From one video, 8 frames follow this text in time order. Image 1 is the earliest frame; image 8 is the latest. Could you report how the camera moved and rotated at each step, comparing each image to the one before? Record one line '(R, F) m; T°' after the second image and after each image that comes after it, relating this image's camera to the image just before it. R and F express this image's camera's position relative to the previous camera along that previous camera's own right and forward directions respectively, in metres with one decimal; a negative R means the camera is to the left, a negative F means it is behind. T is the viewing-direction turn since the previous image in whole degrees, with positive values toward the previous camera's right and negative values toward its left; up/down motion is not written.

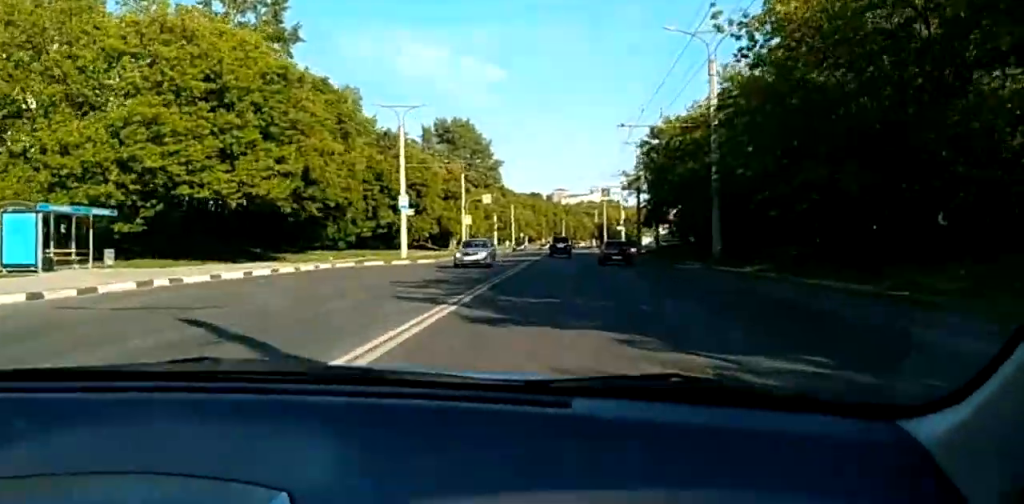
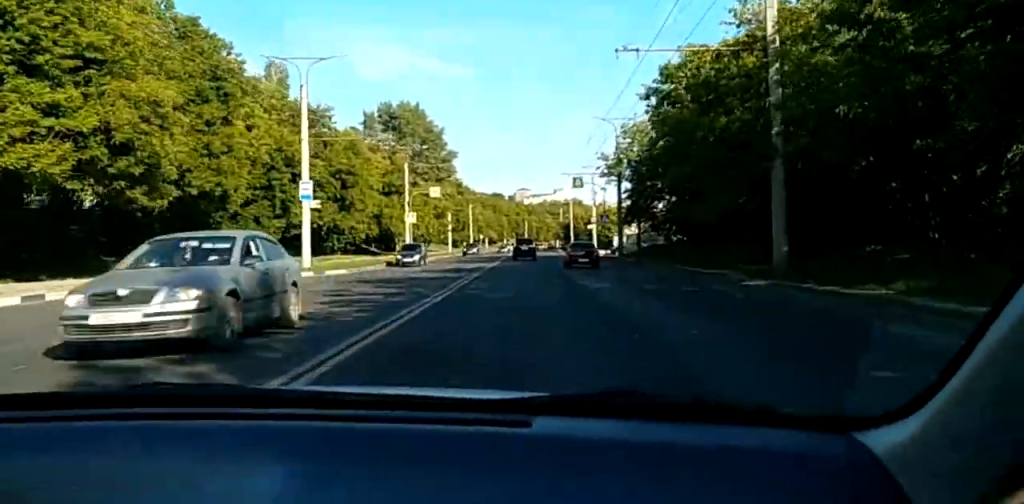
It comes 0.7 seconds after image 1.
(+0.1, +15.4) m; 0°
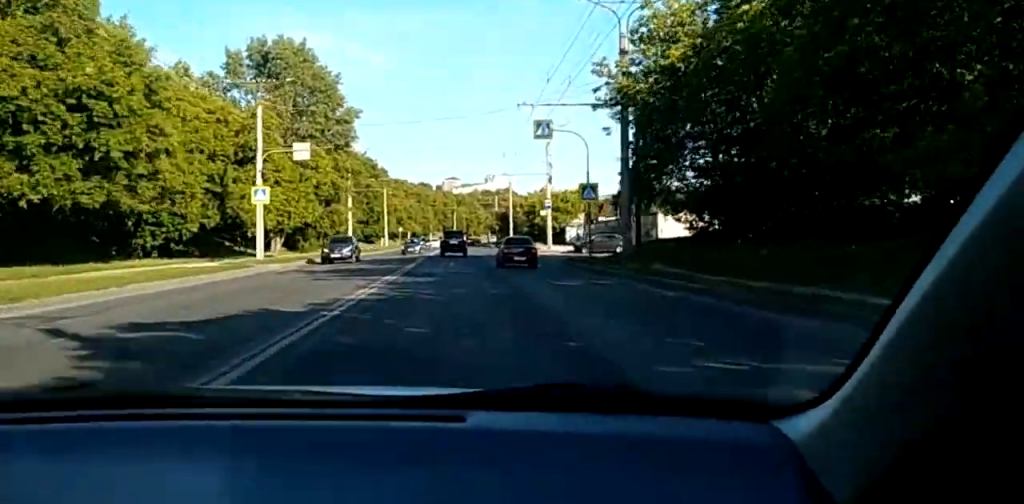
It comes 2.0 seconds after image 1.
(0.0, +29.0) m; -1°
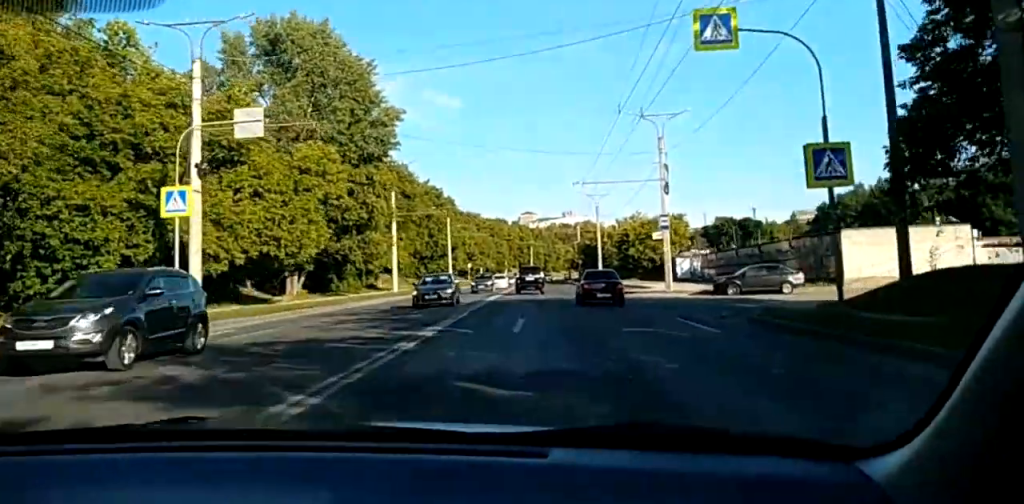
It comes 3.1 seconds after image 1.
(-0.2, +22.7) m; 0°
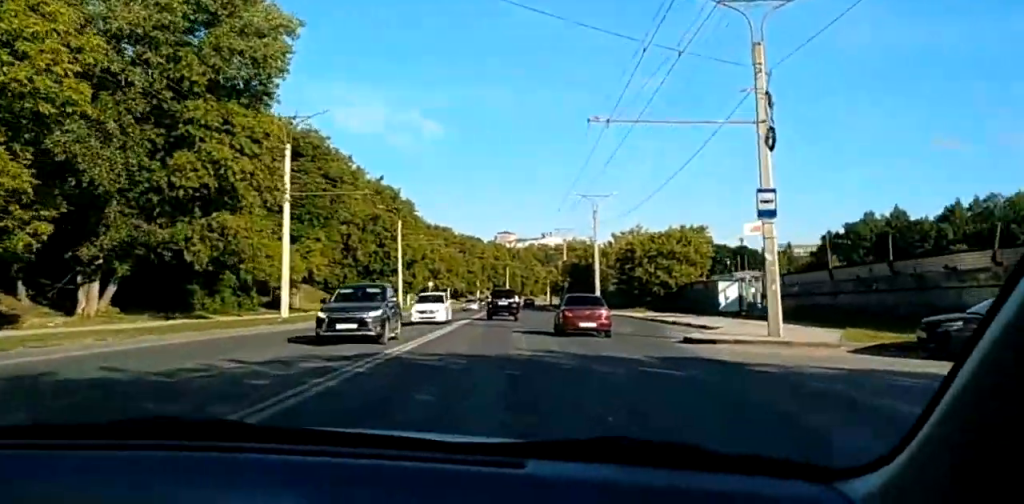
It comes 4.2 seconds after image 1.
(+0.1, +24.9) m; -1°
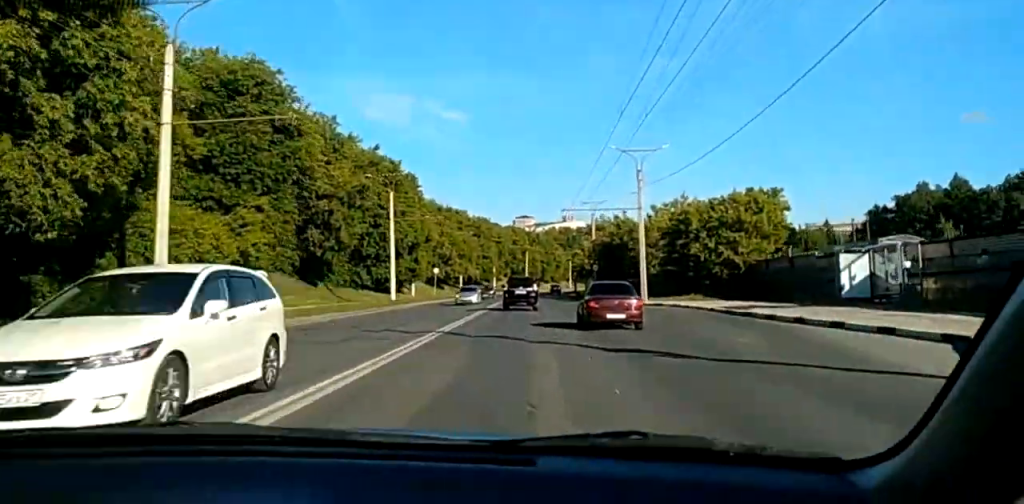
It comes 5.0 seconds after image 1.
(-0.4, +16.7) m; -1°
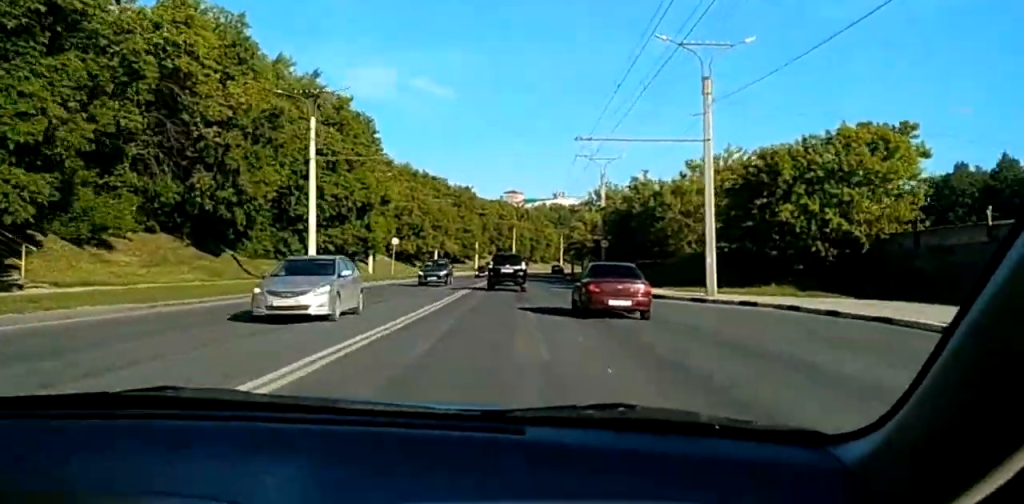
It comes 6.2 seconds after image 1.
(-0.2, +22.9) m; -1°
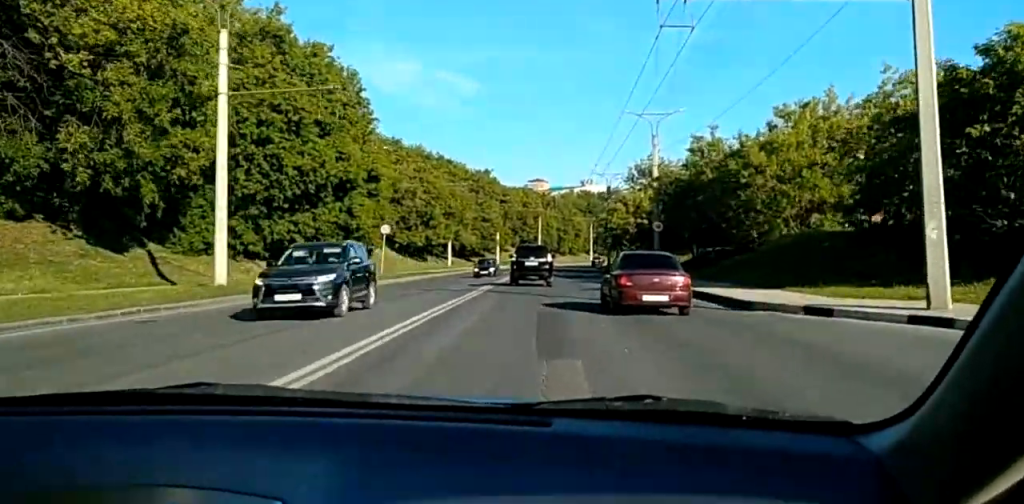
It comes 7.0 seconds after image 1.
(-0.1, +17.4) m; 0°
